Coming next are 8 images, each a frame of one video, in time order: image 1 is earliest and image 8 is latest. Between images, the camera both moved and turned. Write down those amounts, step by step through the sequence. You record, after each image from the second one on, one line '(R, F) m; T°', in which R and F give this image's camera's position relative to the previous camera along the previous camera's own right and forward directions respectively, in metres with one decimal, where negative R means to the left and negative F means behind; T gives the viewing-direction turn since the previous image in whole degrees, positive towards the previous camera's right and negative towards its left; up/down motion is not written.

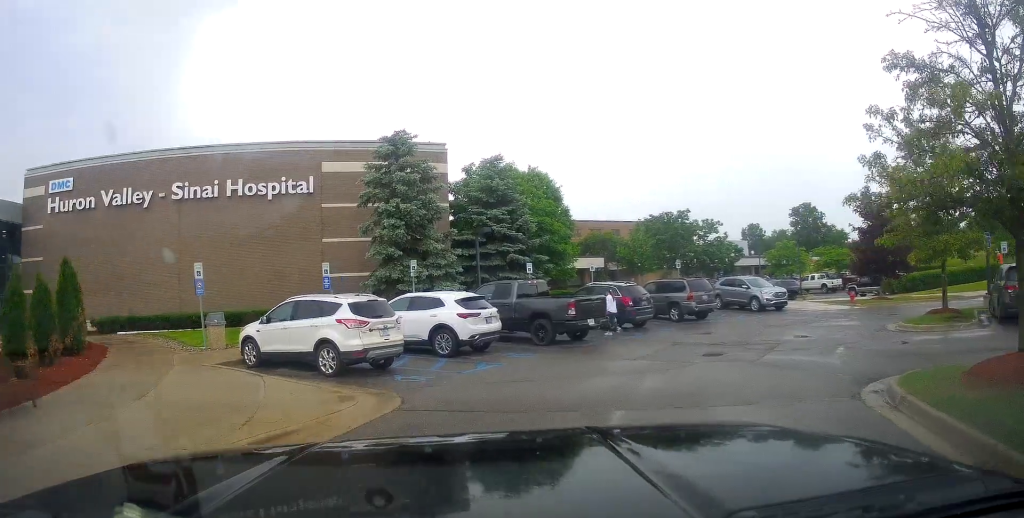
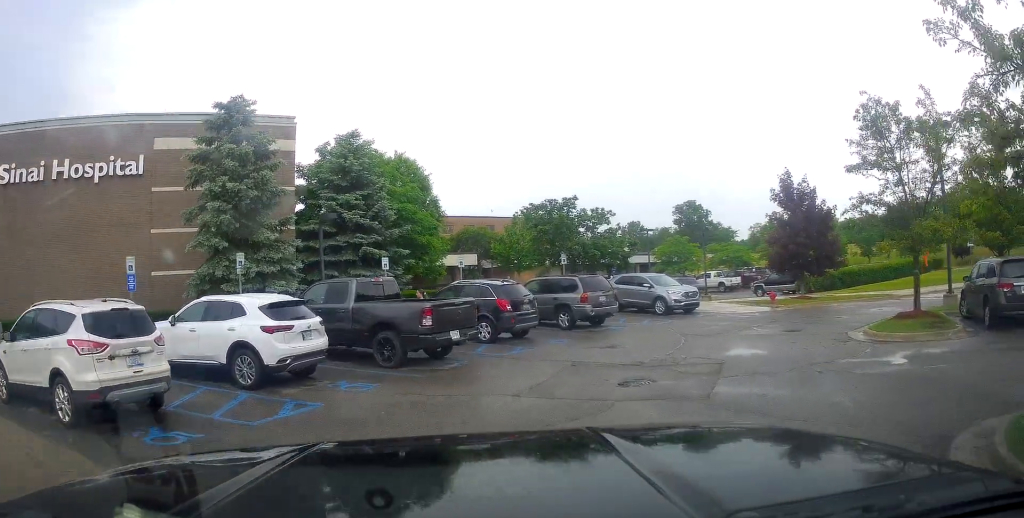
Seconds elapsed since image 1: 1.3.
(+0.2, +4.5) m; +10°
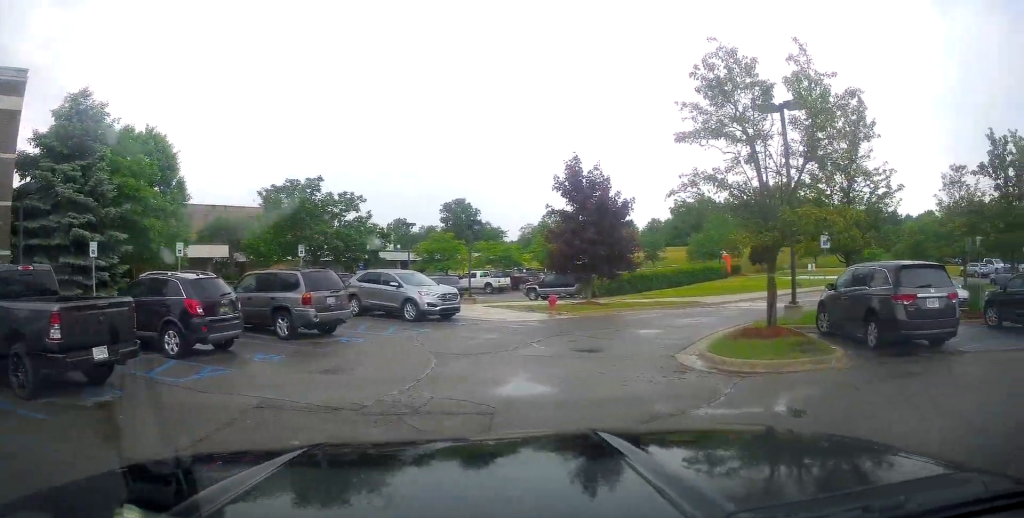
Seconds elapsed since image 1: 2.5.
(+0.8, +4.3) m; +26°
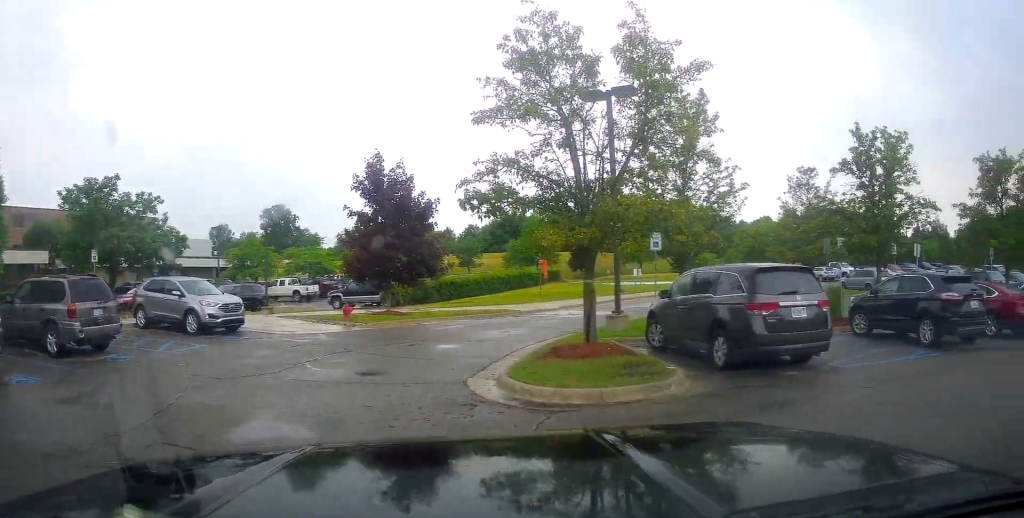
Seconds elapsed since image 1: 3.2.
(+0.3, +2.3) m; +17°
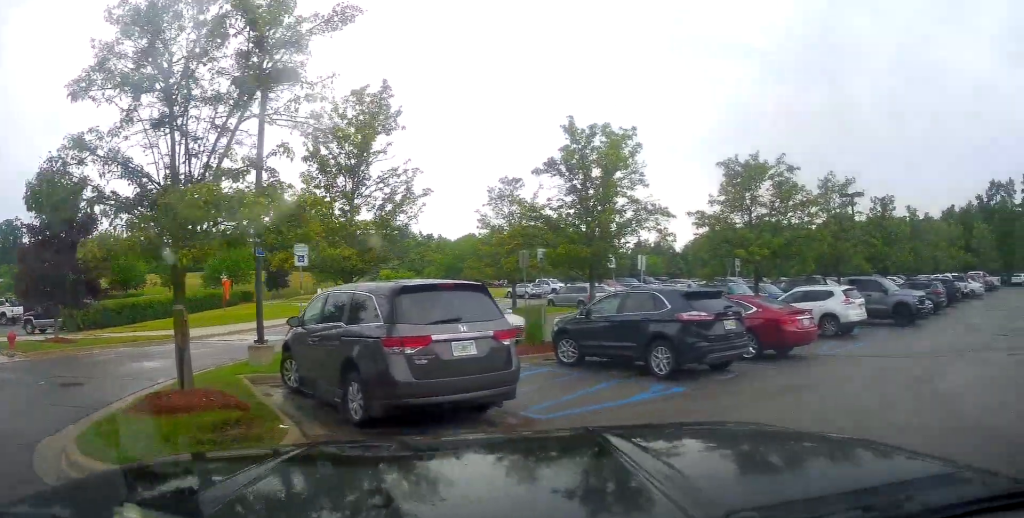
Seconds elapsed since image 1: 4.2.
(+0.7, +3.3) m; +27°
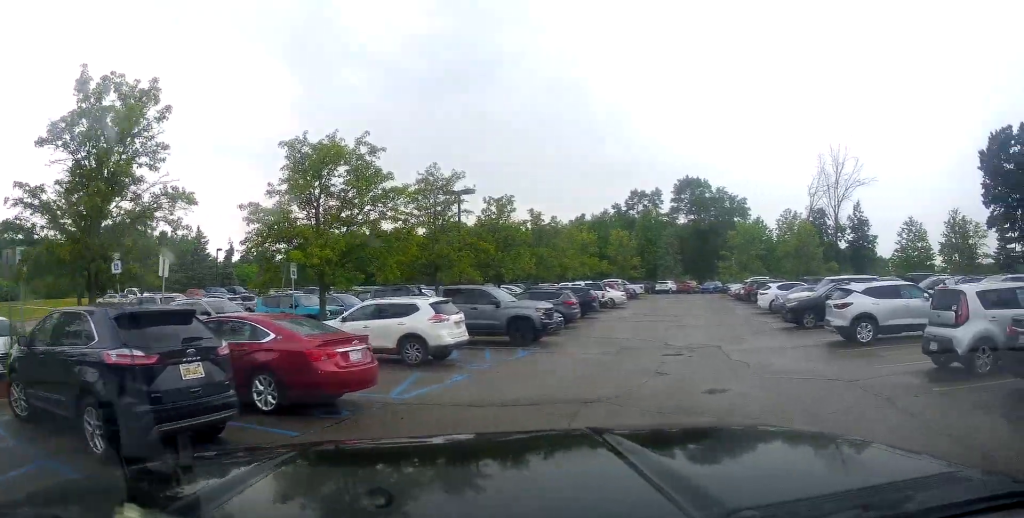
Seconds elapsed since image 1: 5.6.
(+2.1, +4.1) m; +42°
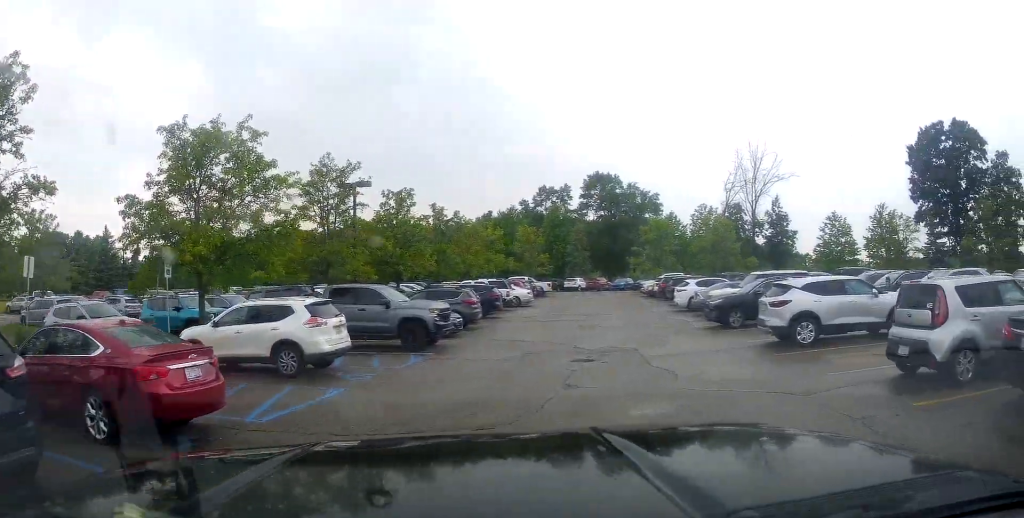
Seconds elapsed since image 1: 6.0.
(+0.2, +1.7) m; +7°
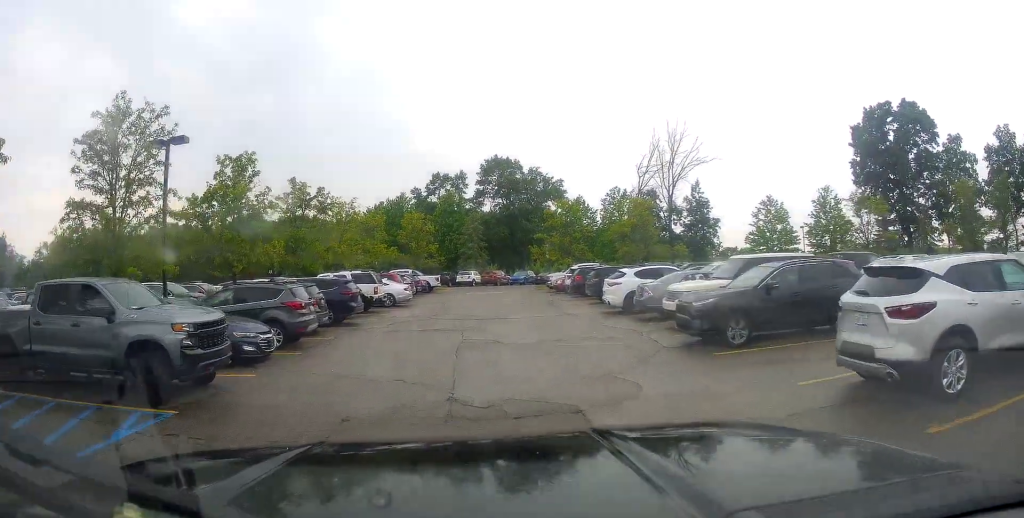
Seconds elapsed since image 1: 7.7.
(+0.4, +8.5) m; +6°
